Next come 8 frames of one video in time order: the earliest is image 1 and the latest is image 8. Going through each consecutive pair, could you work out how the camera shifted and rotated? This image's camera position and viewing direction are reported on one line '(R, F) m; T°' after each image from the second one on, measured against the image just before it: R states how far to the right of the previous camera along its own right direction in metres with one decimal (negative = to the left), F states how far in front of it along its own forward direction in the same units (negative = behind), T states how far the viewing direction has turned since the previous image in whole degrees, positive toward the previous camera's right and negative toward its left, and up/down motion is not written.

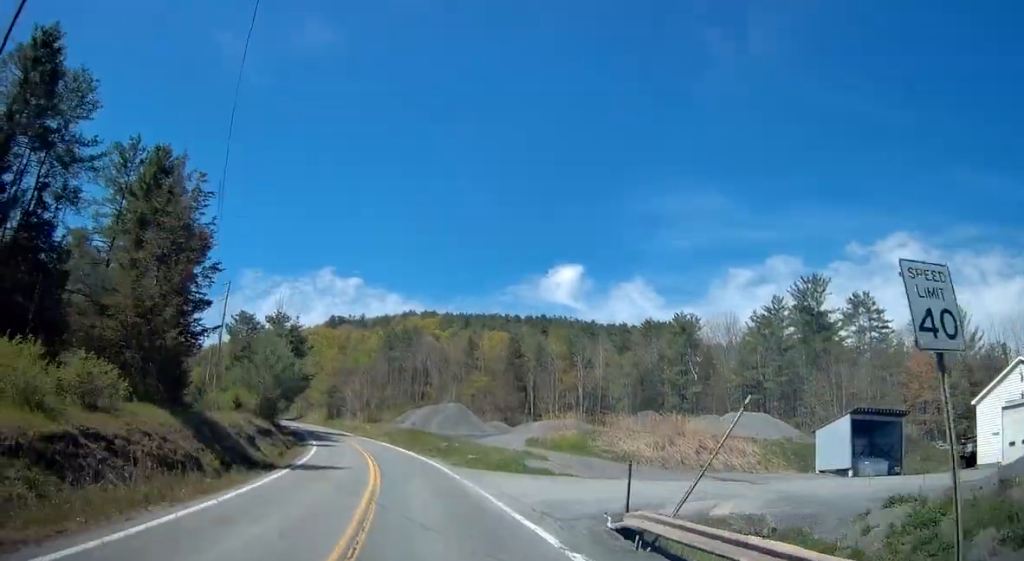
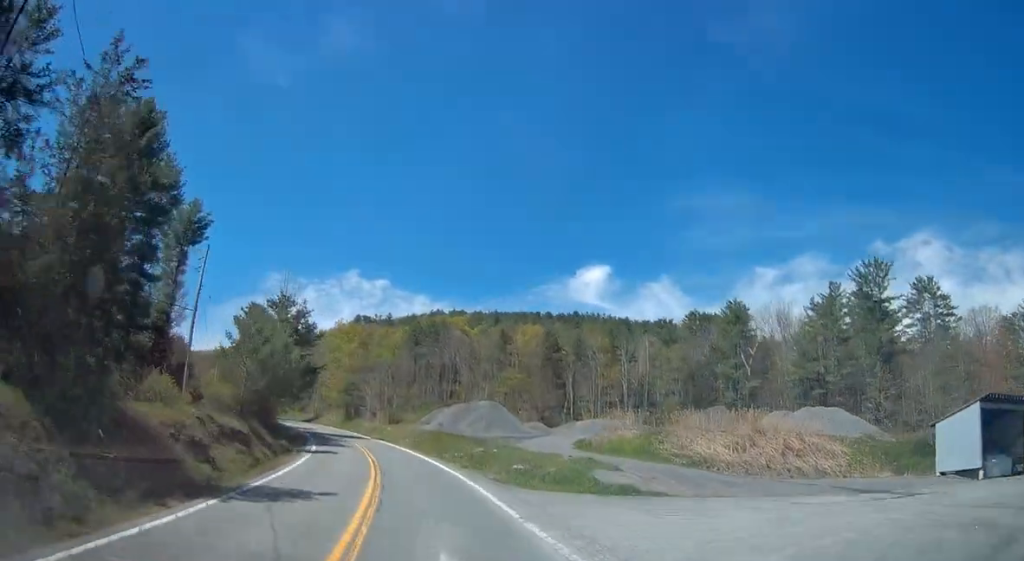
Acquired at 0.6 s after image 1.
(-0.2, +10.6) m; -3°
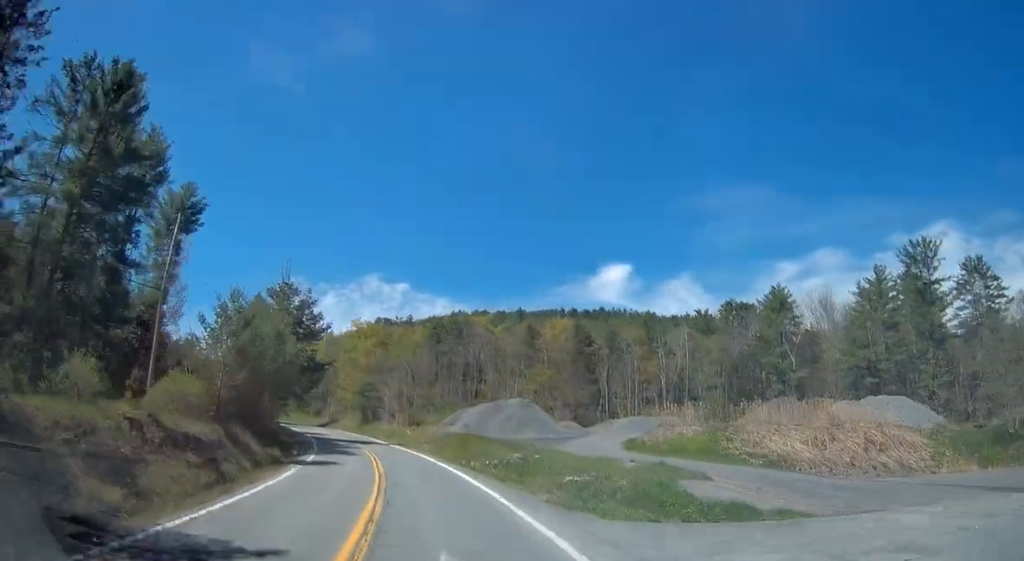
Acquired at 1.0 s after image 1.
(0.0, +7.7) m; -2°
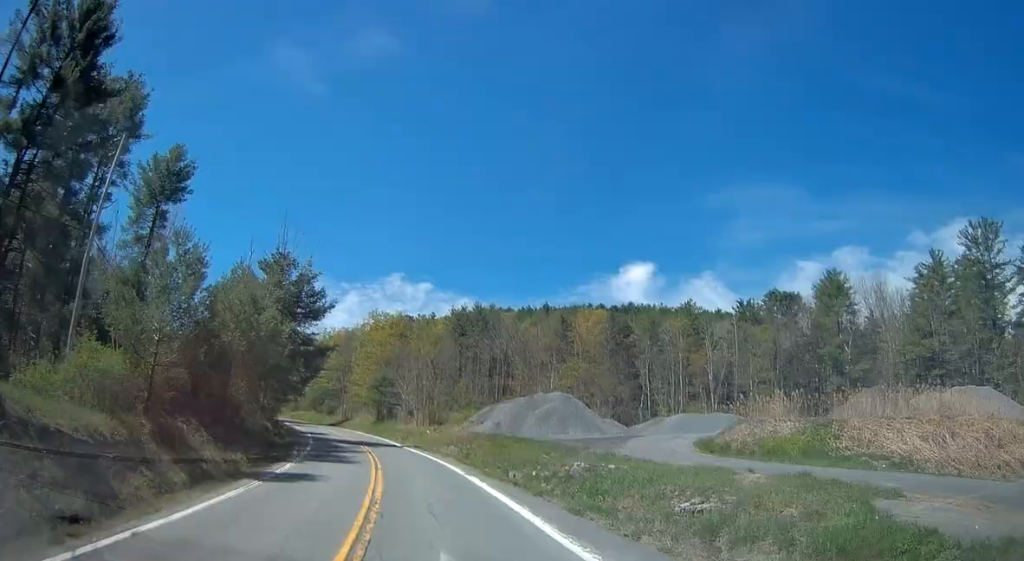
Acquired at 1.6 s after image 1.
(-0.3, +9.5) m; 0°
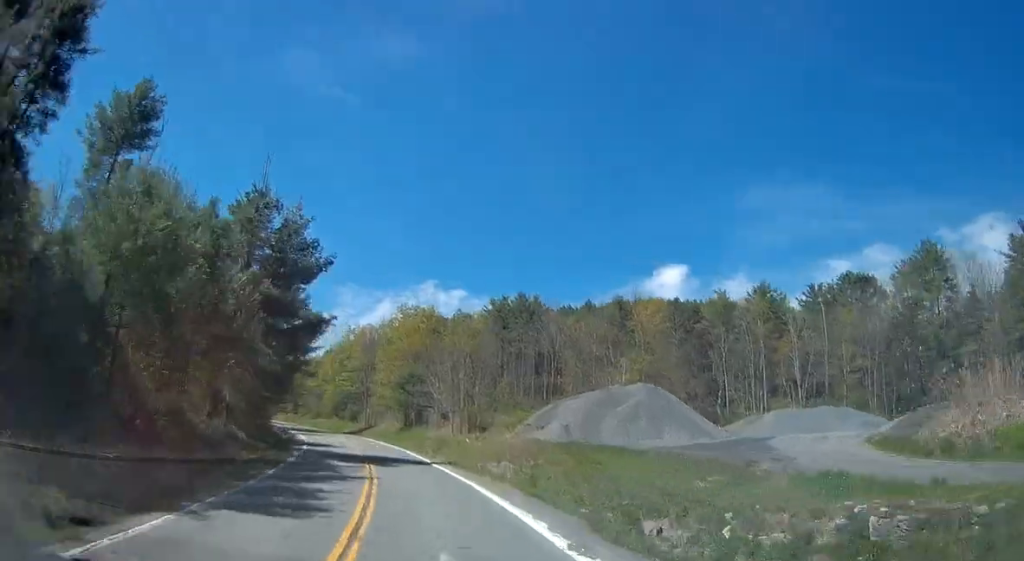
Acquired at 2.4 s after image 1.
(-0.7, +14.1) m; +2°
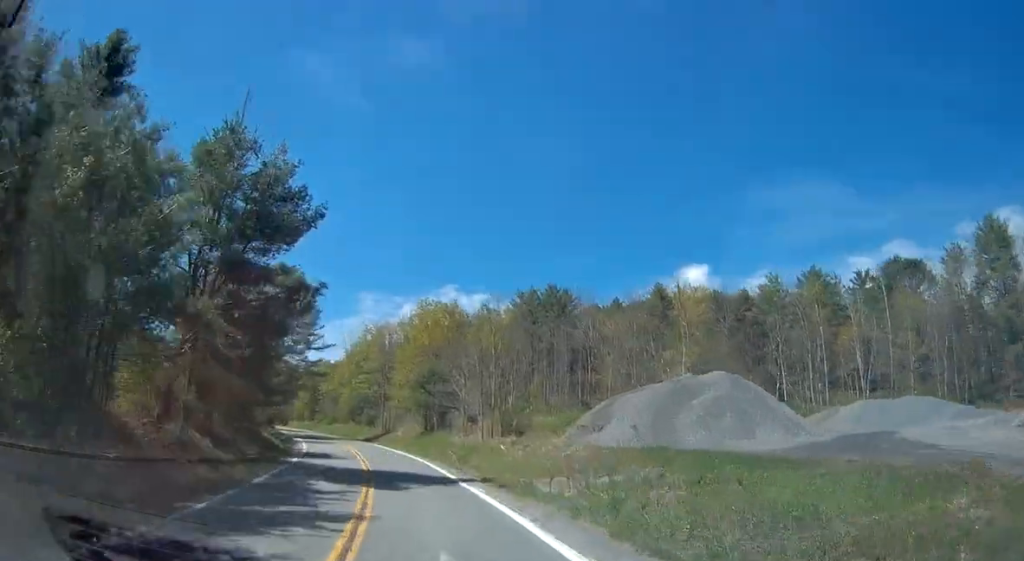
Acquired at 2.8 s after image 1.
(+1.3, +7.4) m; -6°
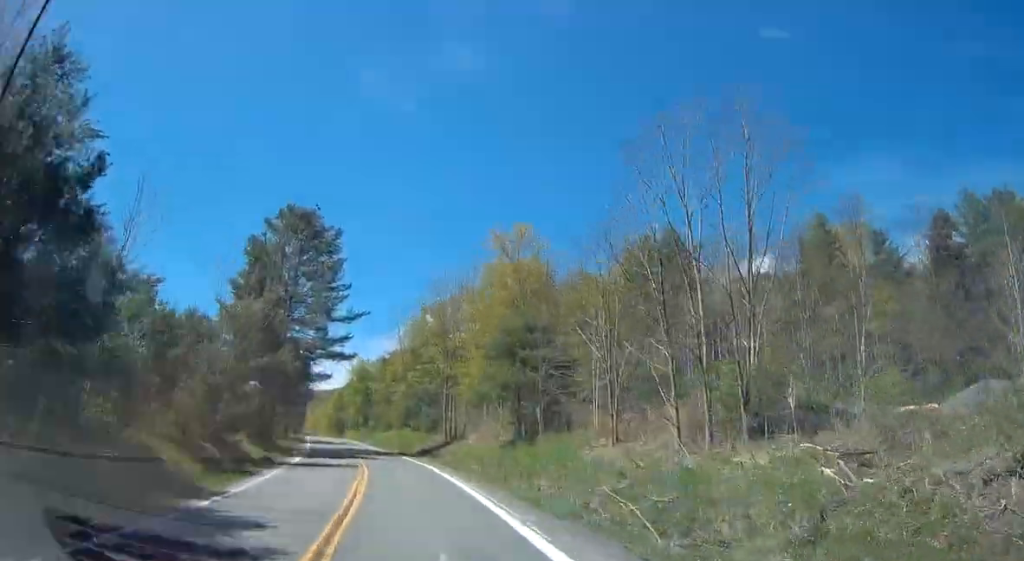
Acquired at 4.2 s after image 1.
(-5.3, +24.3) m; -19°
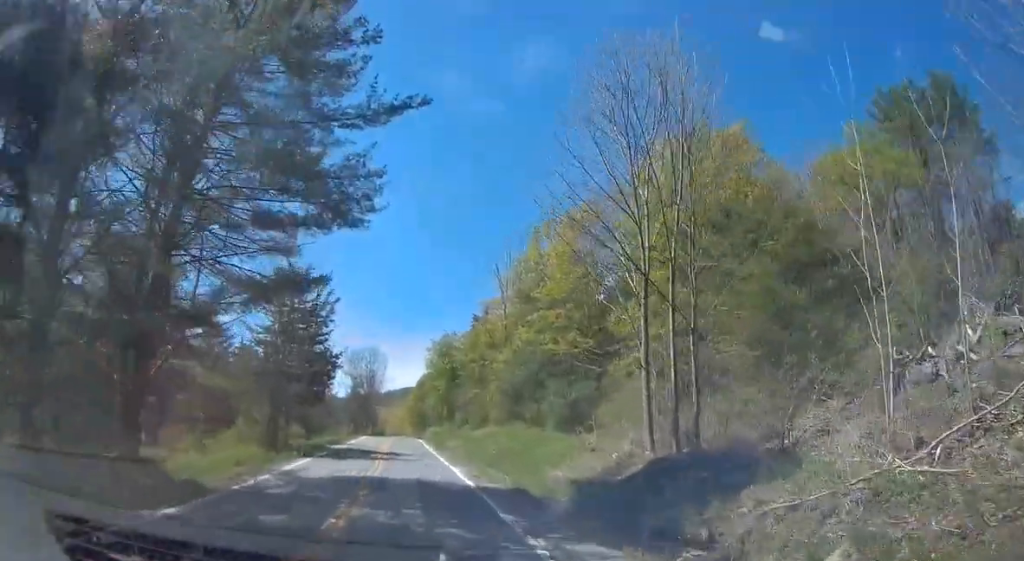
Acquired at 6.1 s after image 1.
(+2.6, +34.9) m; 0°
